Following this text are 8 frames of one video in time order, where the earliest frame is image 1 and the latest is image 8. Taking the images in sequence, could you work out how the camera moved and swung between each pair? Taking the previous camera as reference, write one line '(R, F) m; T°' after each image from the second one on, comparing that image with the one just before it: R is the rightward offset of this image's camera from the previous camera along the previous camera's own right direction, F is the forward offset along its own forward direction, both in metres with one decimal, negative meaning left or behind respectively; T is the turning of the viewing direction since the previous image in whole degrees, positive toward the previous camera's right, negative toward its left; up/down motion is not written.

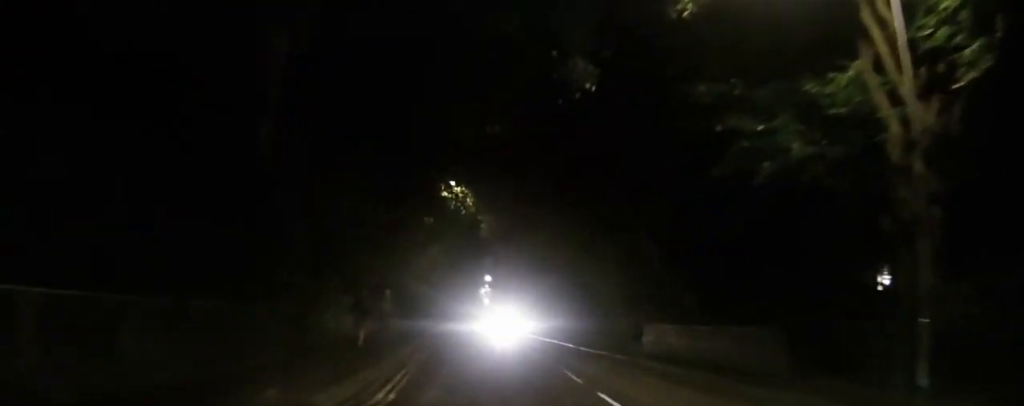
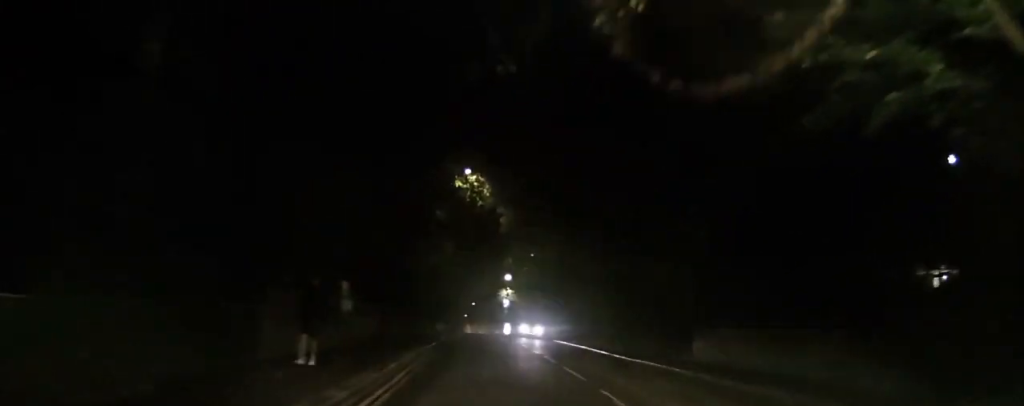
(0.0, +5.4) m; +2°
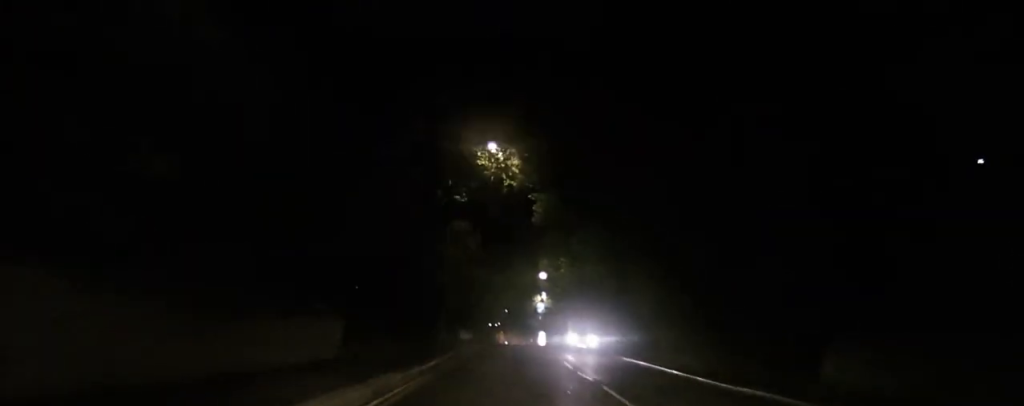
(+0.3, +9.2) m; +4°
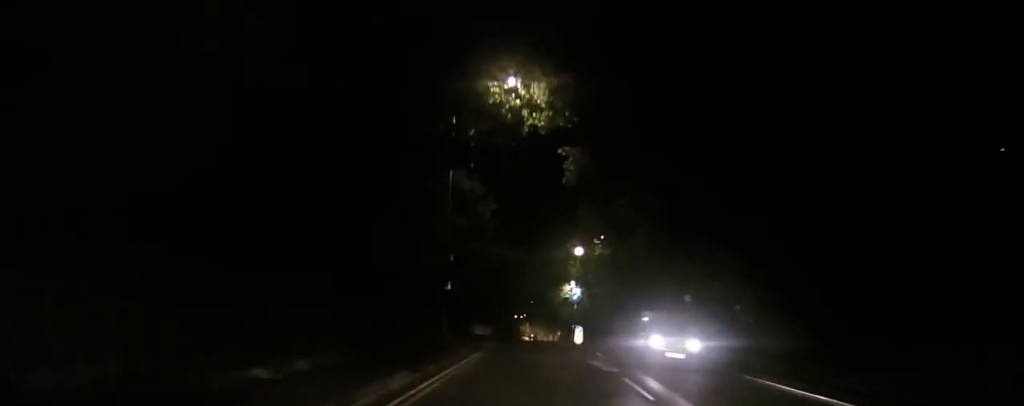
(+0.4, +10.6) m; +2°
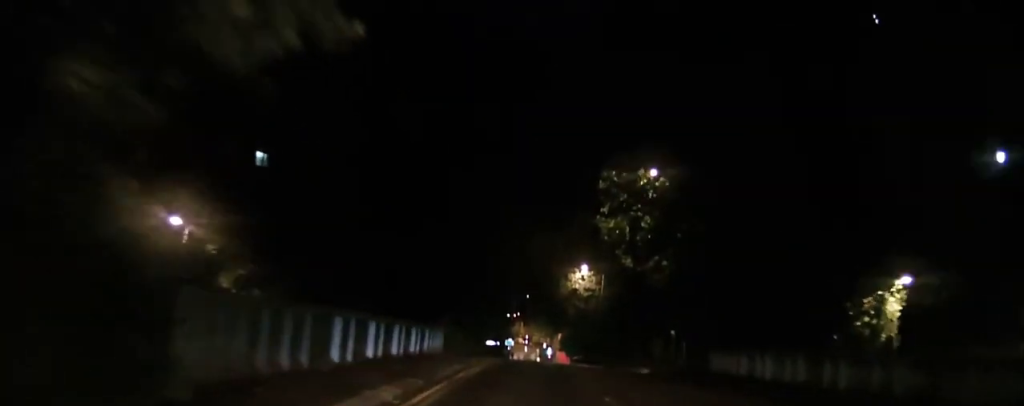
(+0.3, +33.4) m; 0°
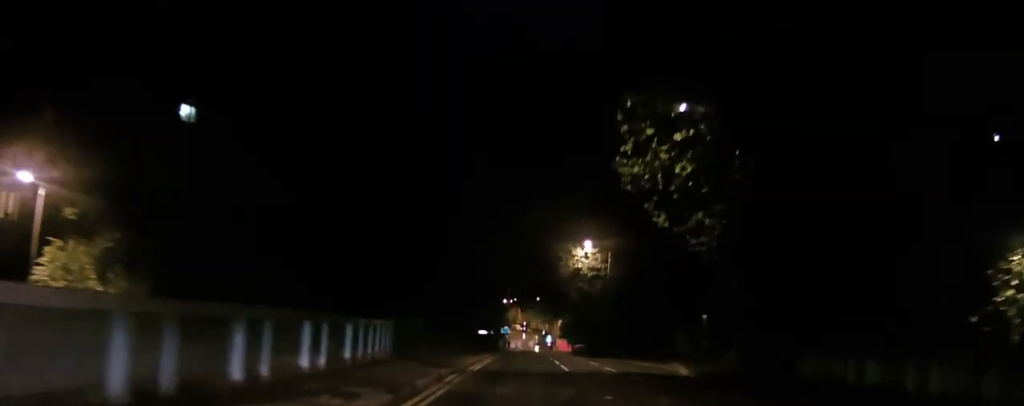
(0.0, +10.9) m; 0°
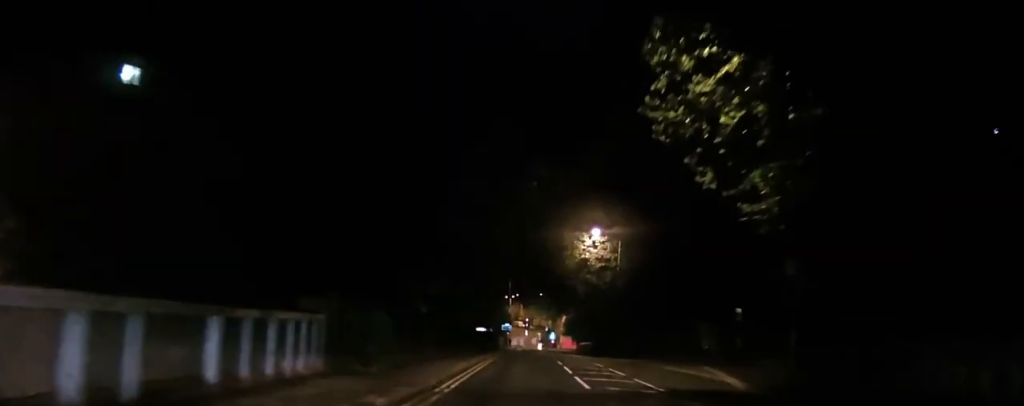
(0.0, +7.0) m; 0°
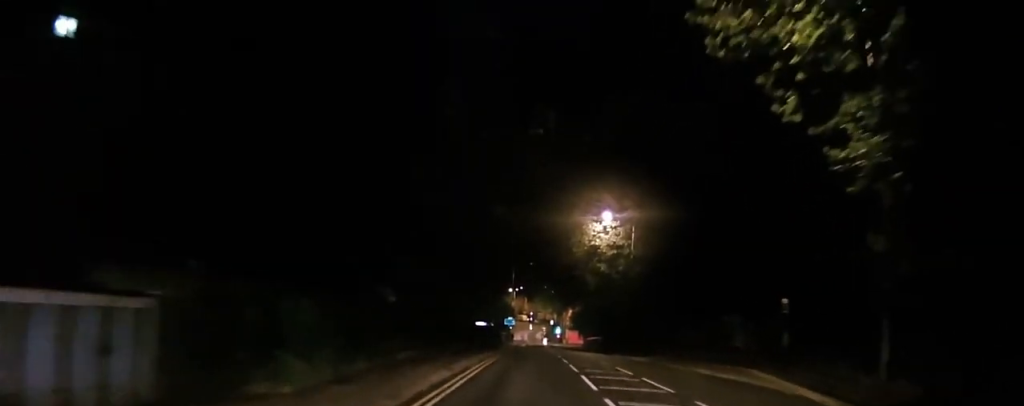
(0.0, +6.5) m; 0°
